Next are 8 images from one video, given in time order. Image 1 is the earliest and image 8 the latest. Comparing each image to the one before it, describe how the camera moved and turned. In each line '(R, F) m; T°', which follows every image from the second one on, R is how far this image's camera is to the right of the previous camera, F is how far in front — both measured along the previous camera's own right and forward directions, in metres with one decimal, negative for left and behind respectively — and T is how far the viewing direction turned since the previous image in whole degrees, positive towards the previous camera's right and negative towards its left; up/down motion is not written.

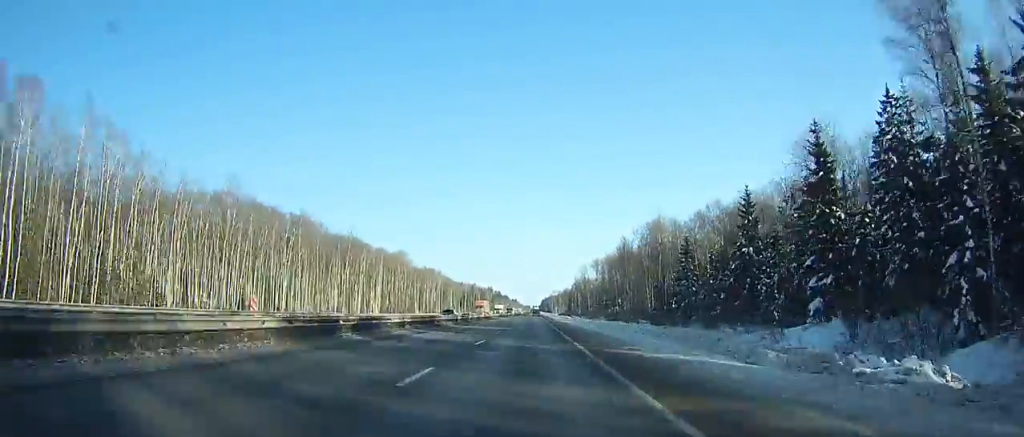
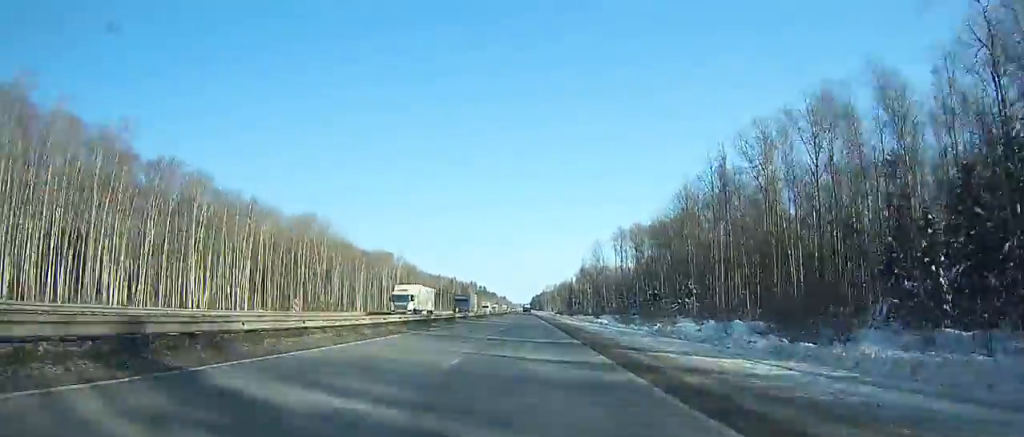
(+0.1, +82.8) m; 0°
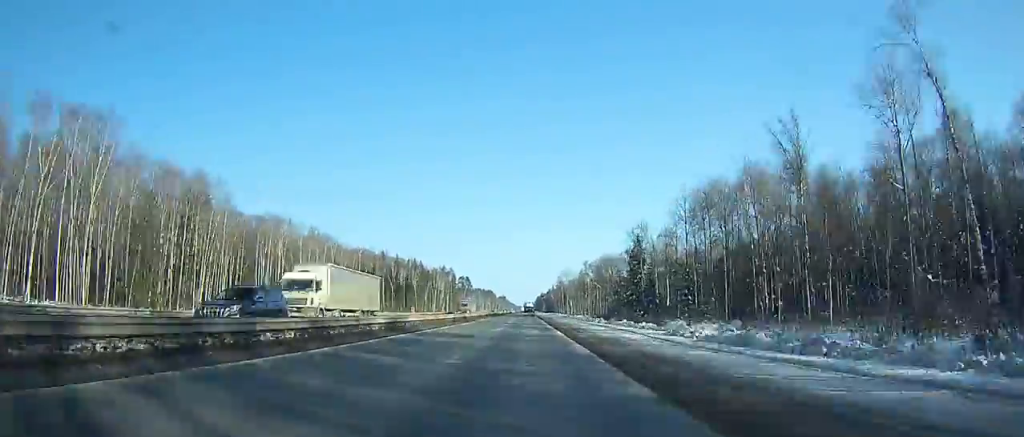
(-0.5, +193.2) m; 0°
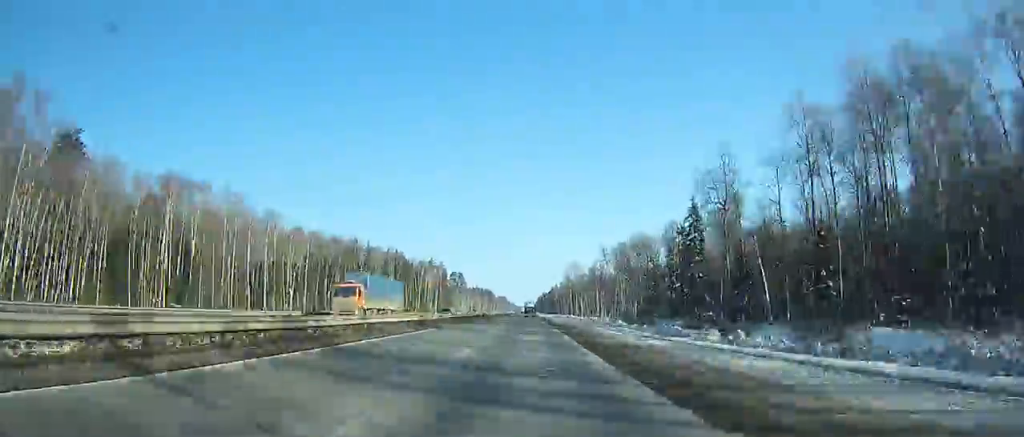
(+0.2, +46.5) m; 0°
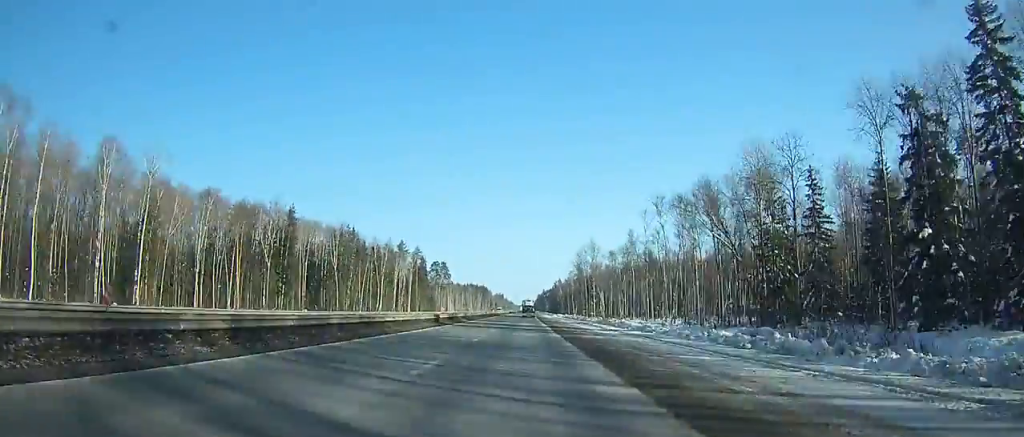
(+0.1, +65.1) m; 0°
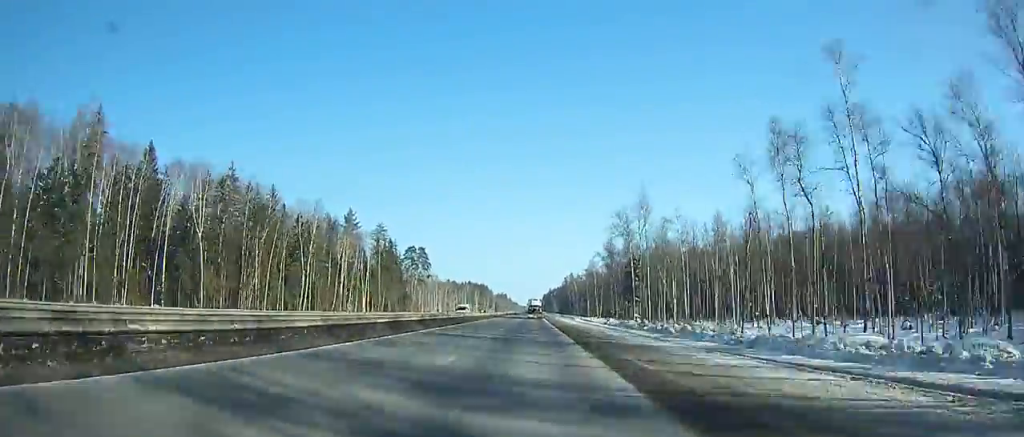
(-0.1, +70.9) m; 0°
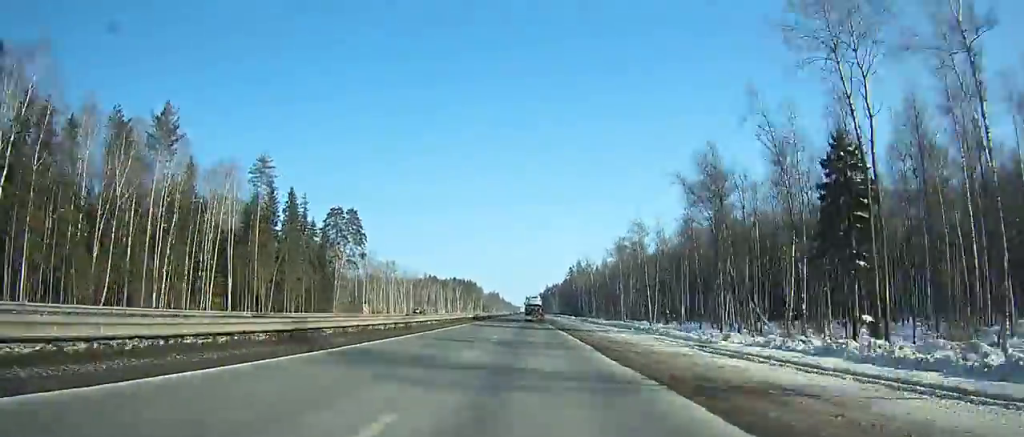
(-0.3, +82.3) m; -1°
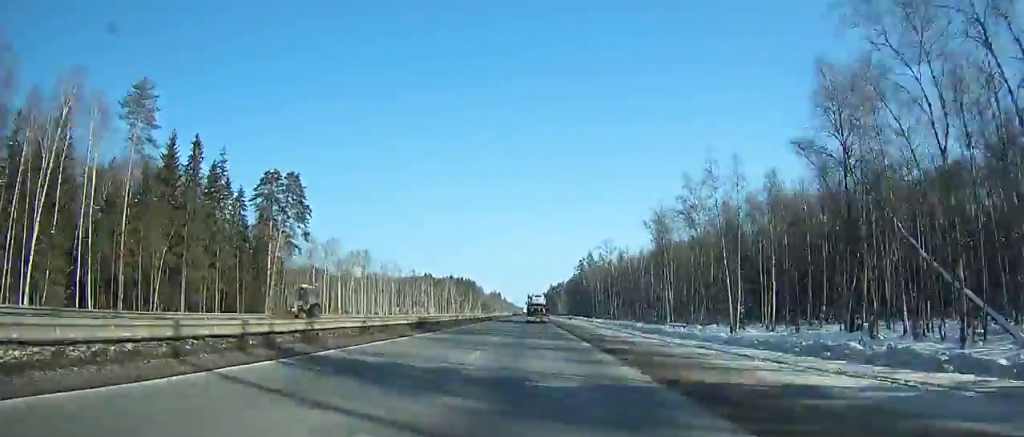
(+0.1, +37.3) m; 0°
